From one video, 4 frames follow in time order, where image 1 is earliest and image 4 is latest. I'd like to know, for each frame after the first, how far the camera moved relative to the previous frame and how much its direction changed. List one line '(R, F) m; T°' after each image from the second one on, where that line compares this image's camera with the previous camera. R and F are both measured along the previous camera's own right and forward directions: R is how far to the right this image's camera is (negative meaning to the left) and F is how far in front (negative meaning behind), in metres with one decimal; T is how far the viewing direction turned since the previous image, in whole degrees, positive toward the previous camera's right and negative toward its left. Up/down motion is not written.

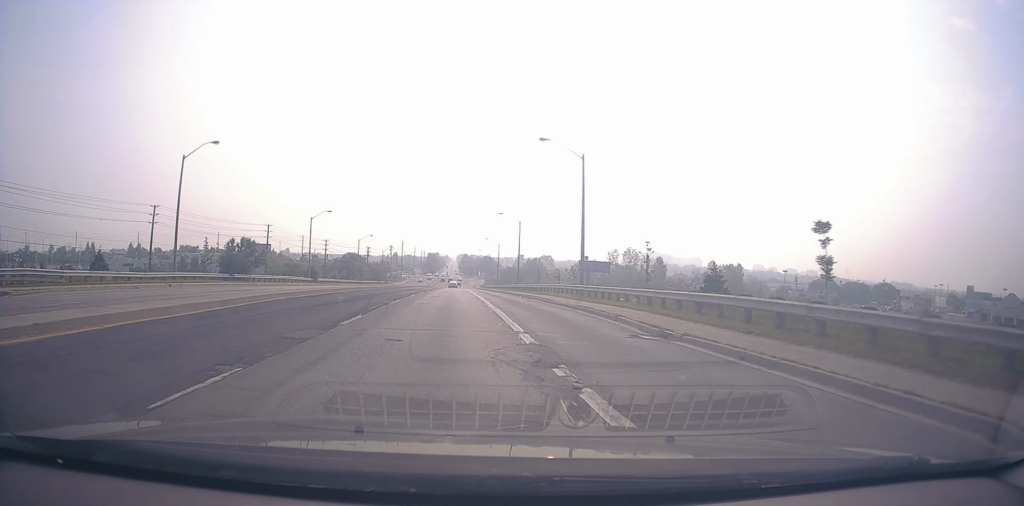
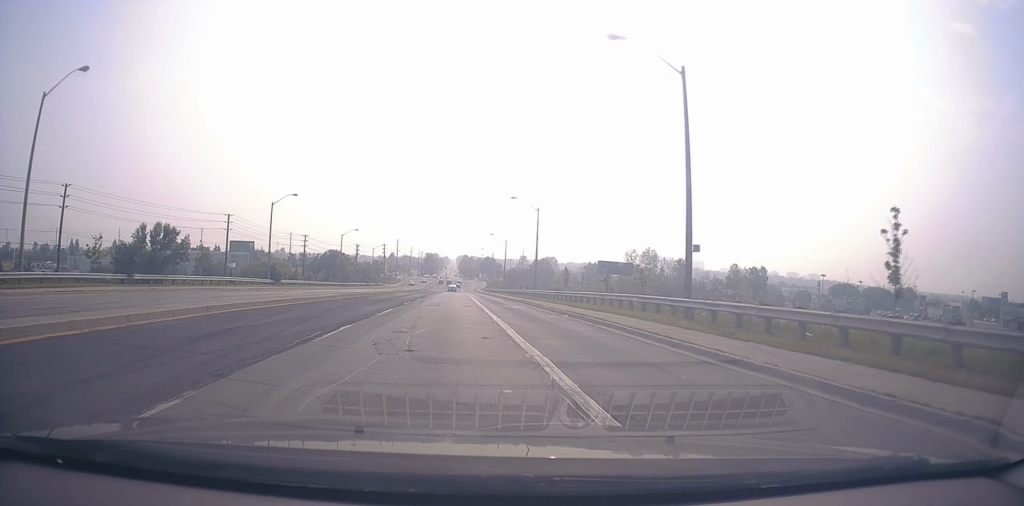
(+0.4, +19.4) m; 0°
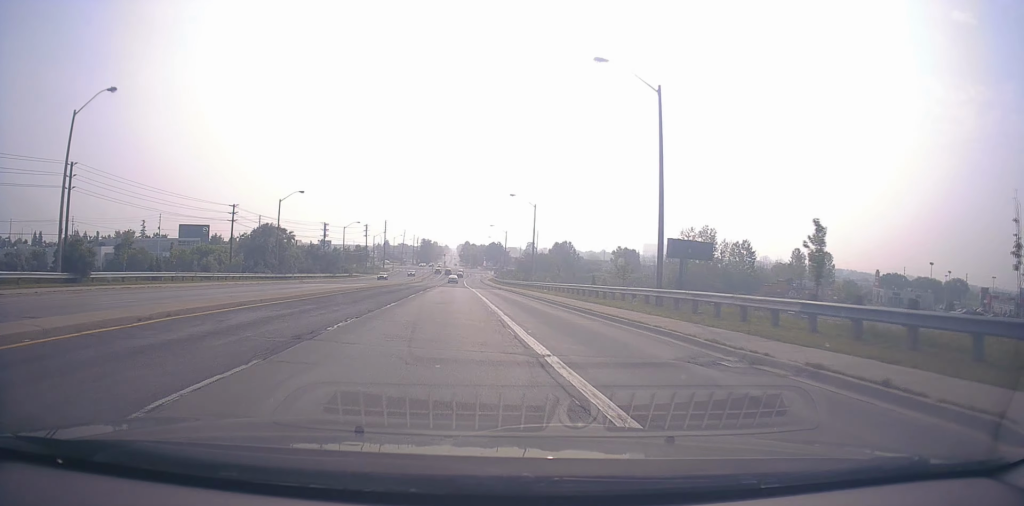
(-0.9, +40.3) m; +1°
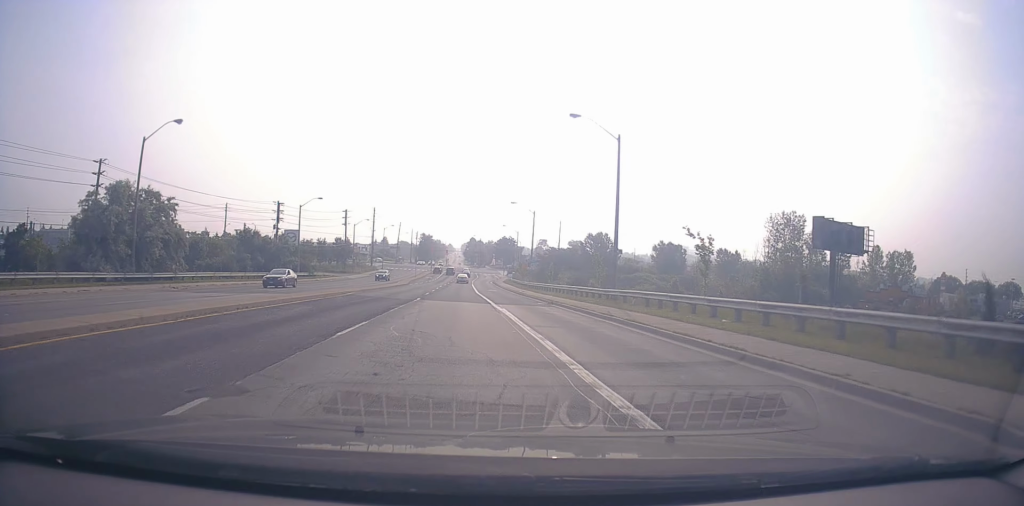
(-0.1, +35.0) m; -2°
